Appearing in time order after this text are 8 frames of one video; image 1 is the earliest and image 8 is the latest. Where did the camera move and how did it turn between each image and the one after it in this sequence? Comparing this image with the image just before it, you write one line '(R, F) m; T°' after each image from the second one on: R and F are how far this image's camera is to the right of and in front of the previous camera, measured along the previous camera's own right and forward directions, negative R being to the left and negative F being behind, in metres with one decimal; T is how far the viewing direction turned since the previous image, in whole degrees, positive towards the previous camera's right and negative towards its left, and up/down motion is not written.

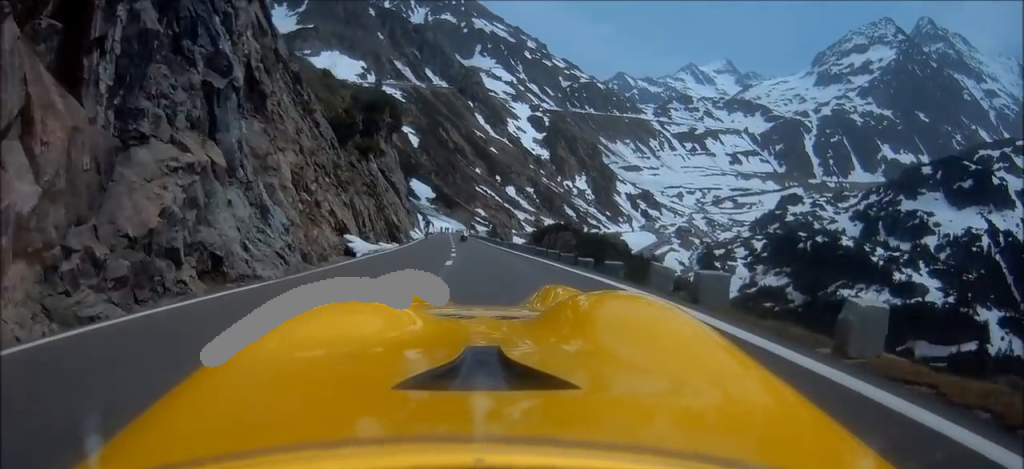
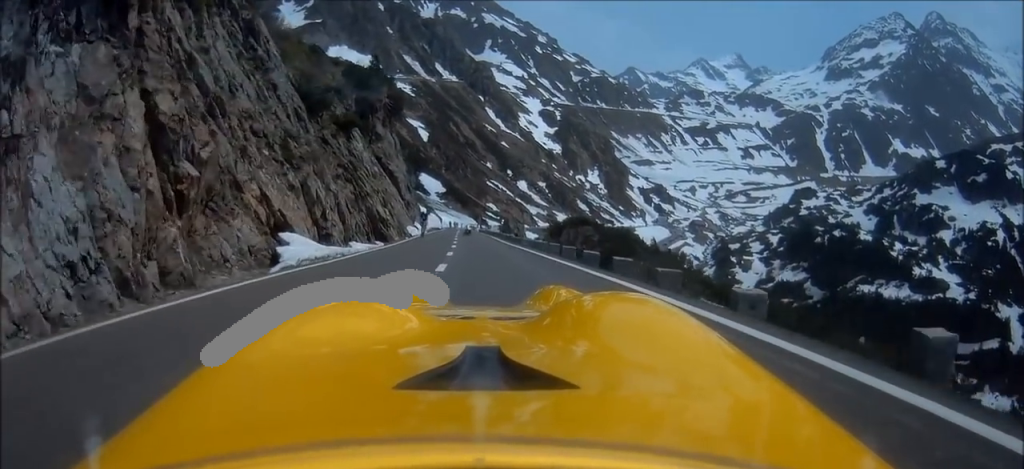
(+0.7, +13.4) m; +2°
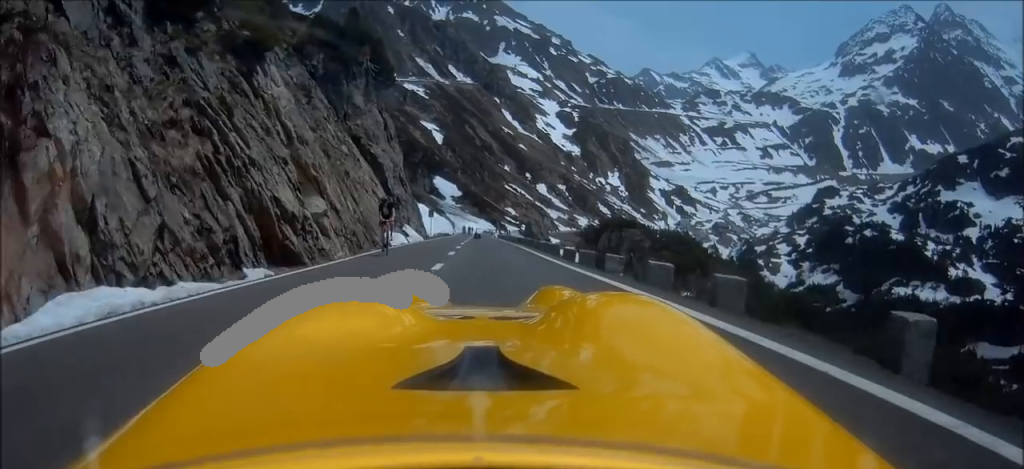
(+0.9, +24.1) m; +4°
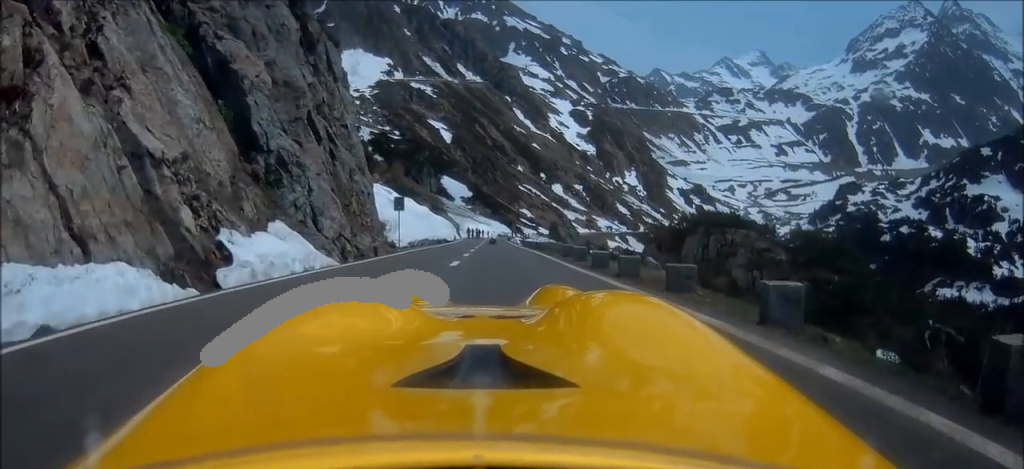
(+1.8, +35.3) m; +4°
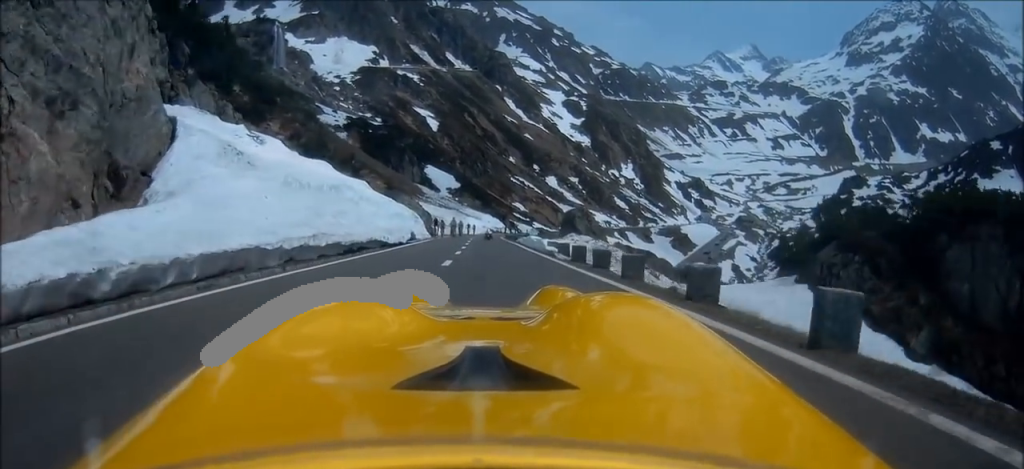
(-0.1, +35.7) m; 0°
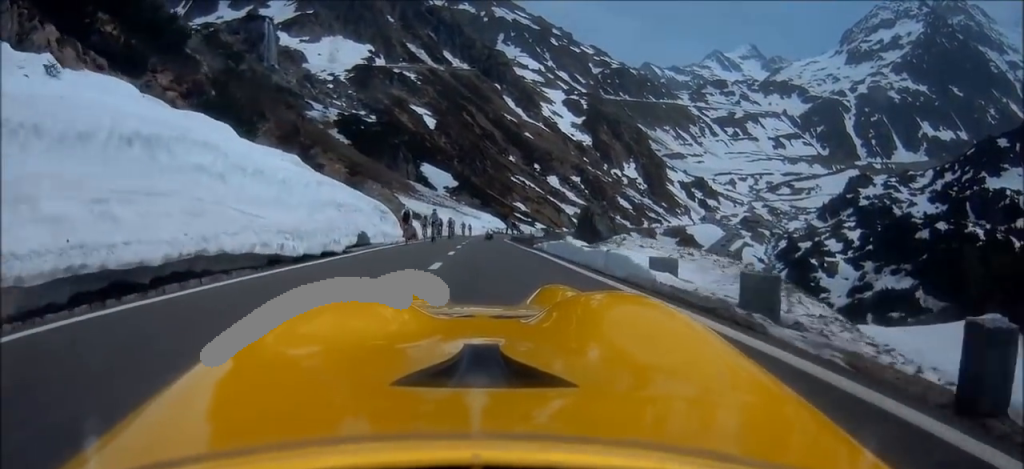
(-0.1, +15.6) m; +1°
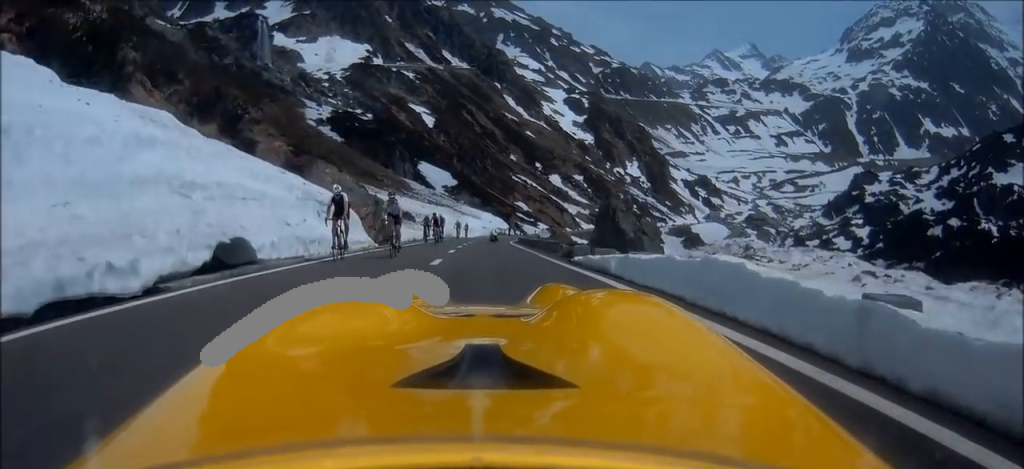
(+0.2, +12.0) m; +1°
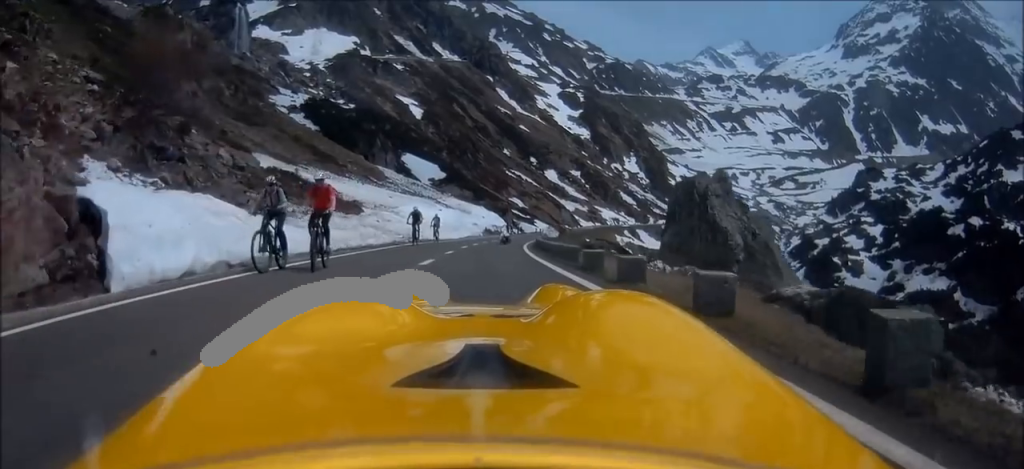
(+0.5, +25.7) m; +2°
